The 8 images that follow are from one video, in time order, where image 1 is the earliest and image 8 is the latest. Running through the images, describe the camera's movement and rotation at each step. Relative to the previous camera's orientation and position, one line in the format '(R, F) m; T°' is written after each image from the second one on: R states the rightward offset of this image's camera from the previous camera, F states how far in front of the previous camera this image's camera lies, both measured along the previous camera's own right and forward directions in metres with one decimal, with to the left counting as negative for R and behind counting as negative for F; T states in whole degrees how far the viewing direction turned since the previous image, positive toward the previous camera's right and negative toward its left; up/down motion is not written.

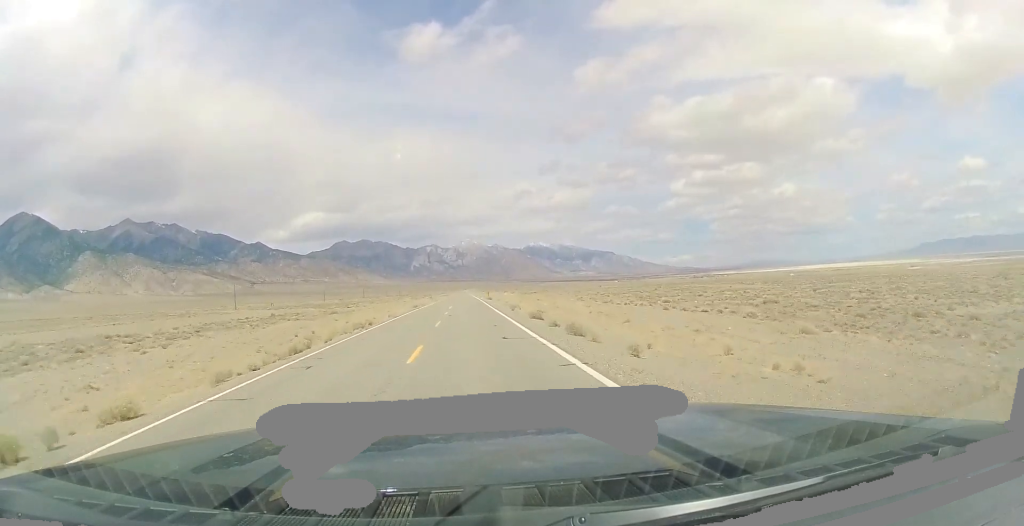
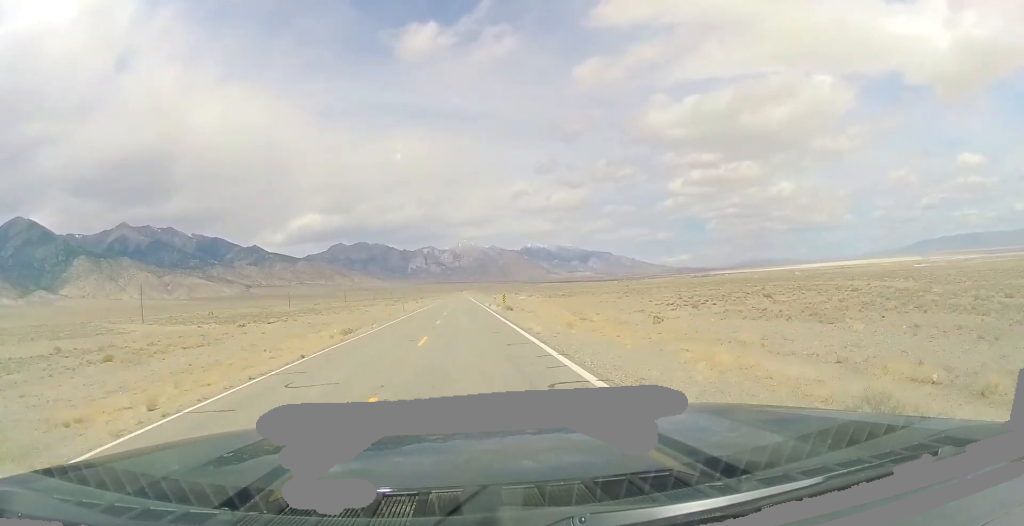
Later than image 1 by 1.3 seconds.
(0.0, +44.2) m; 0°
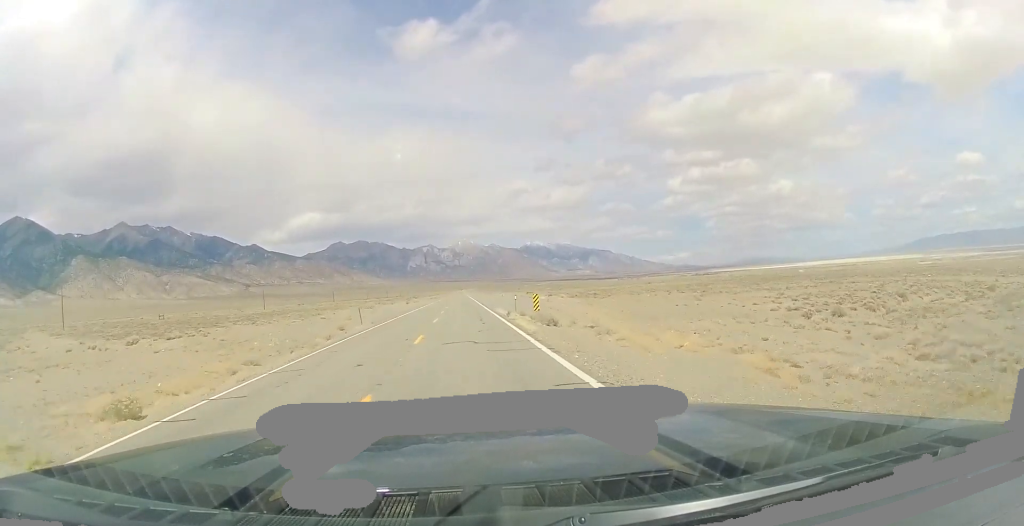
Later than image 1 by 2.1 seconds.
(0.0, +24.3) m; 0°
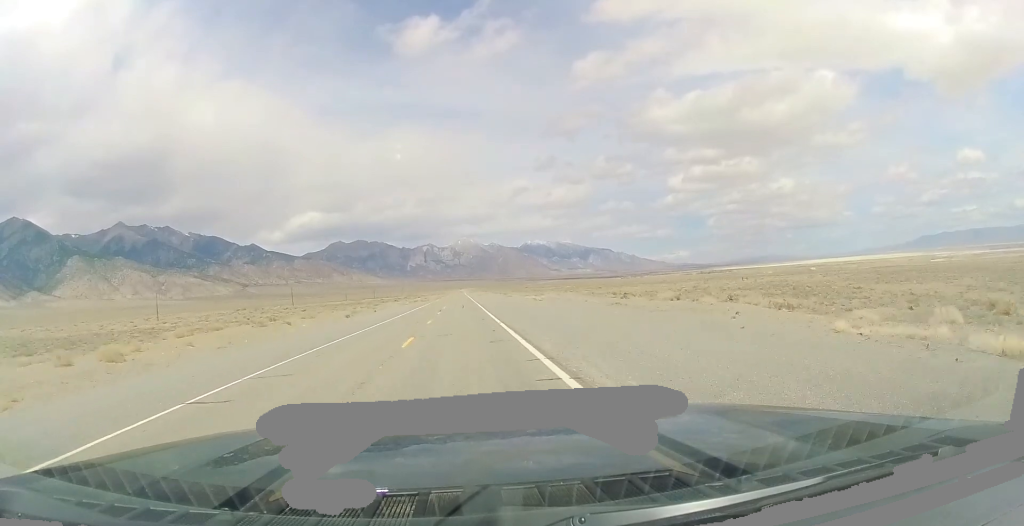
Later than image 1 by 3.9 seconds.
(0.0, +61.7) m; 0°
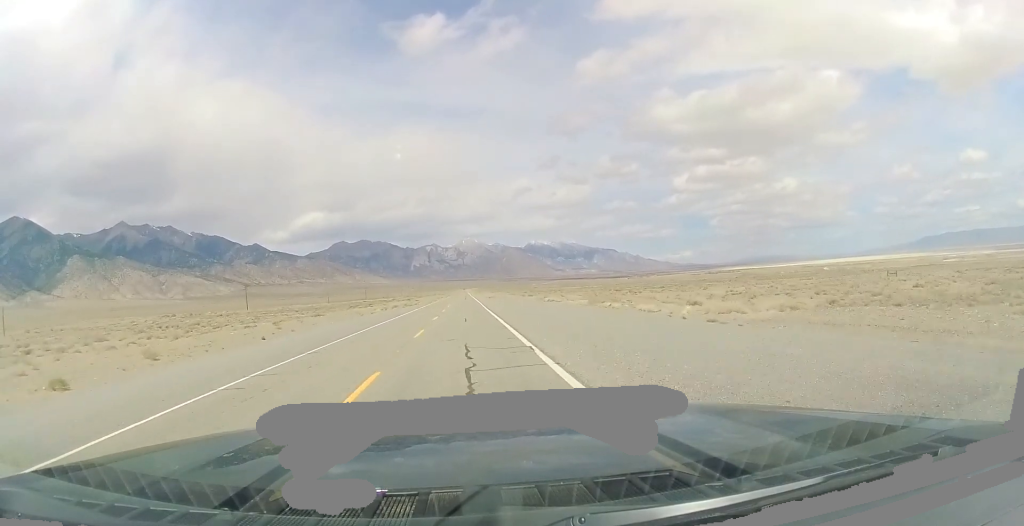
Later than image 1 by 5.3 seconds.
(0.0, +45.4) m; 0°
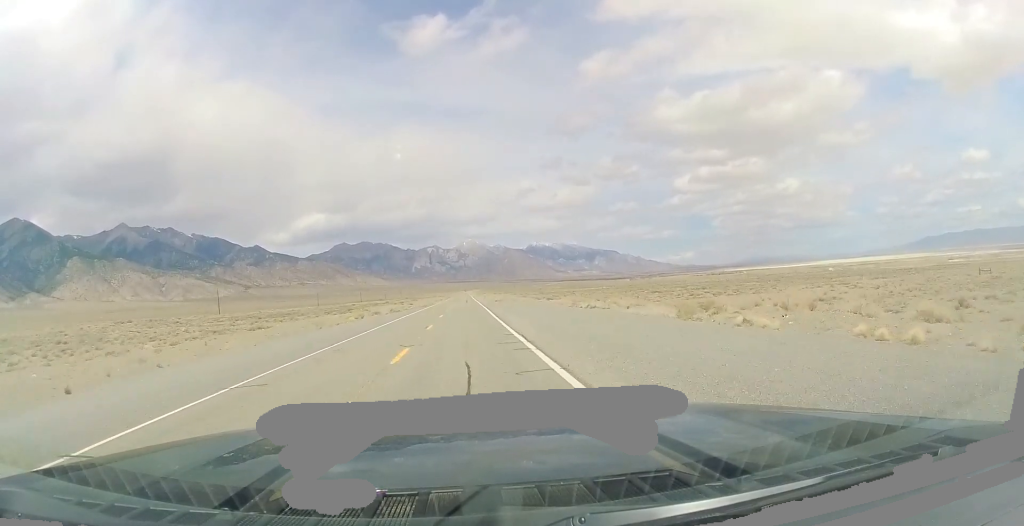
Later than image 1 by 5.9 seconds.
(0.0, +18.9) m; 0°
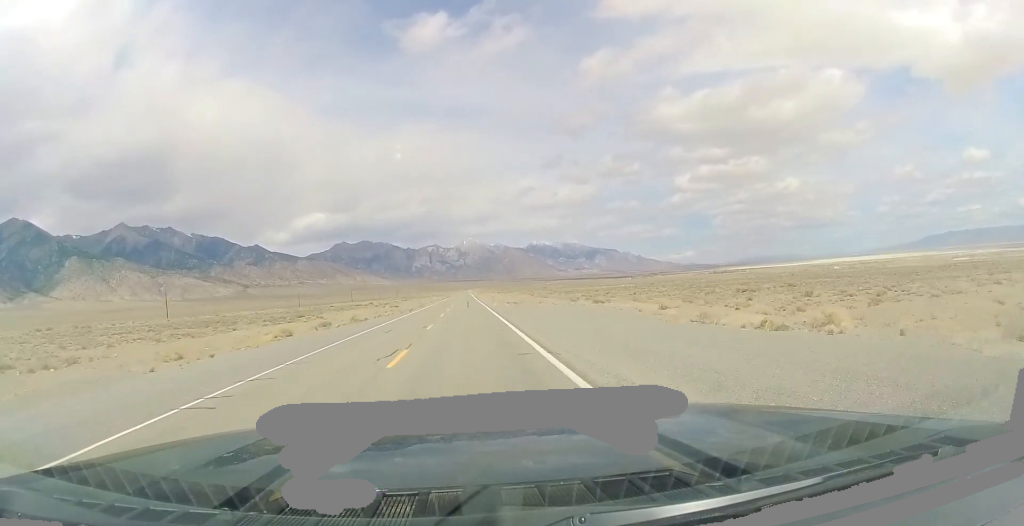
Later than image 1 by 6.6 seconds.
(0.0, +25.6) m; 0°
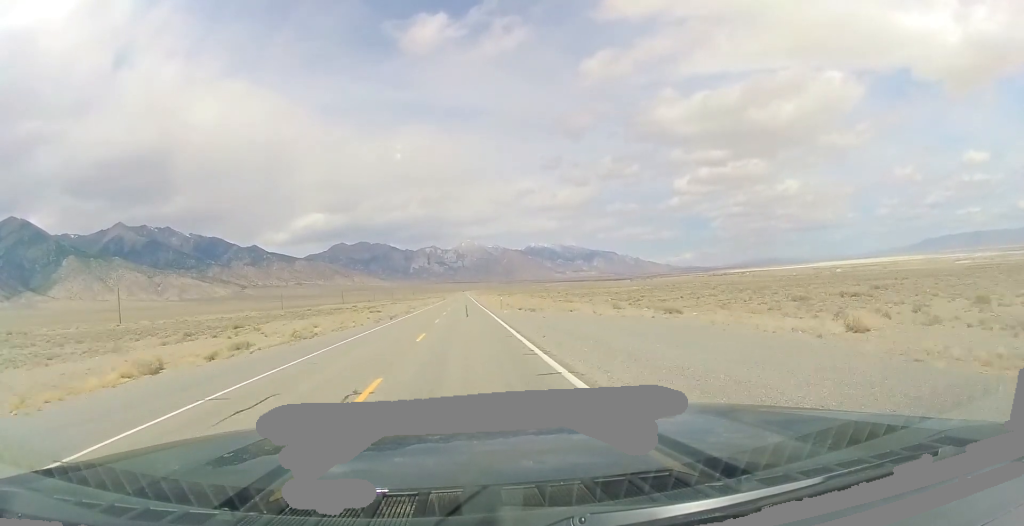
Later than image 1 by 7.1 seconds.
(0.0, +16.7) m; 0°
